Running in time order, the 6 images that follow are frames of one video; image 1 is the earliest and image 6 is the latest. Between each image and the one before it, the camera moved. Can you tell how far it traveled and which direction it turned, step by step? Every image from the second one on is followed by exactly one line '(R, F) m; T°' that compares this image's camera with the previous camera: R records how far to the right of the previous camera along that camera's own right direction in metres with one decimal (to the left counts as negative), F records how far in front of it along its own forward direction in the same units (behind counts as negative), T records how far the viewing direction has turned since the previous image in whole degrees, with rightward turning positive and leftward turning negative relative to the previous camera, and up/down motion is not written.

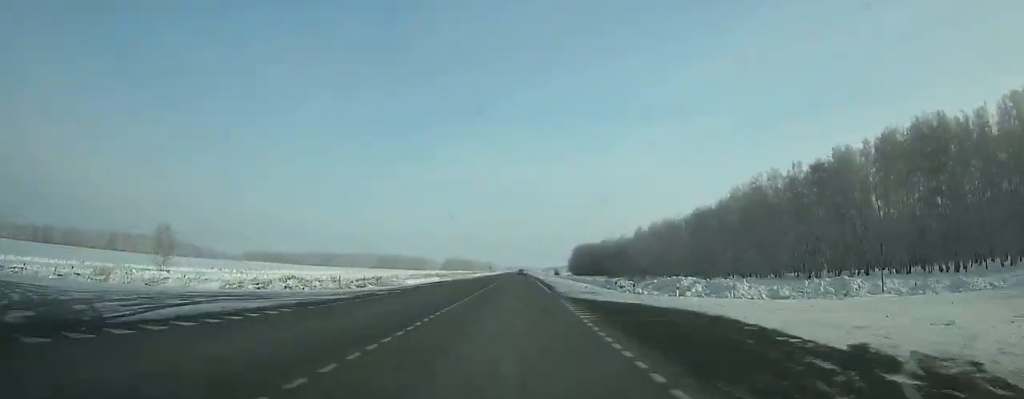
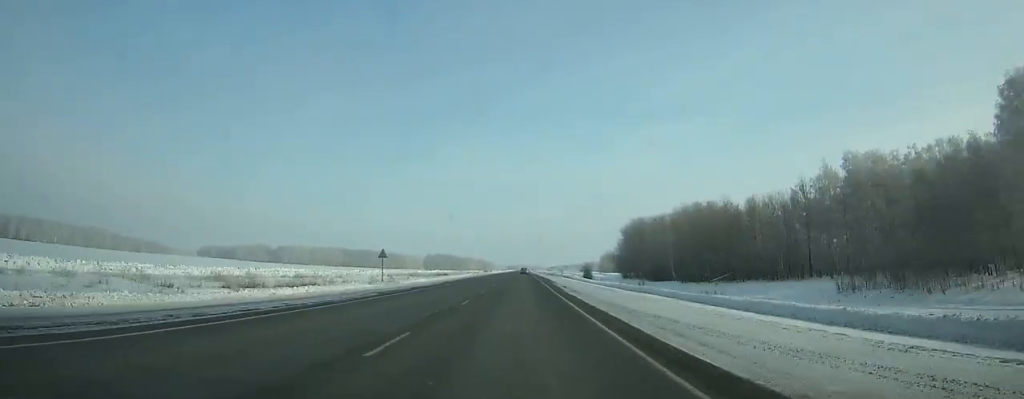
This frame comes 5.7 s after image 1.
(0.0, +172.6) m; 0°
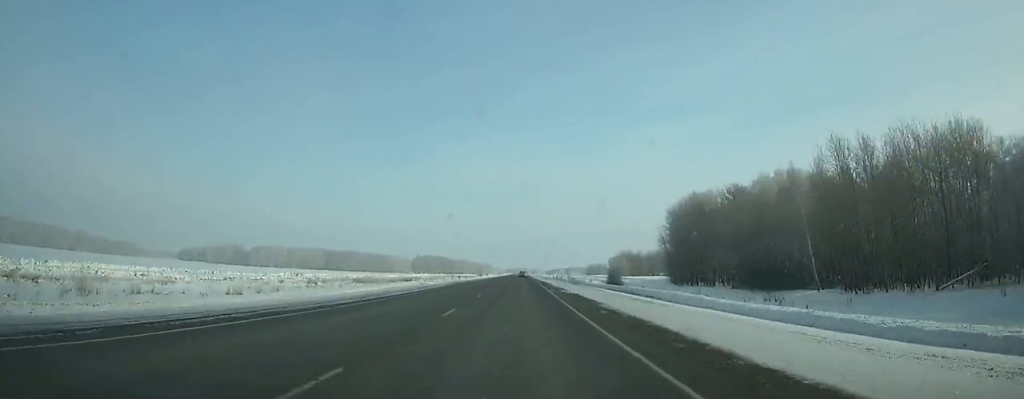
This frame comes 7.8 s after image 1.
(0.0, +63.4) m; 0°
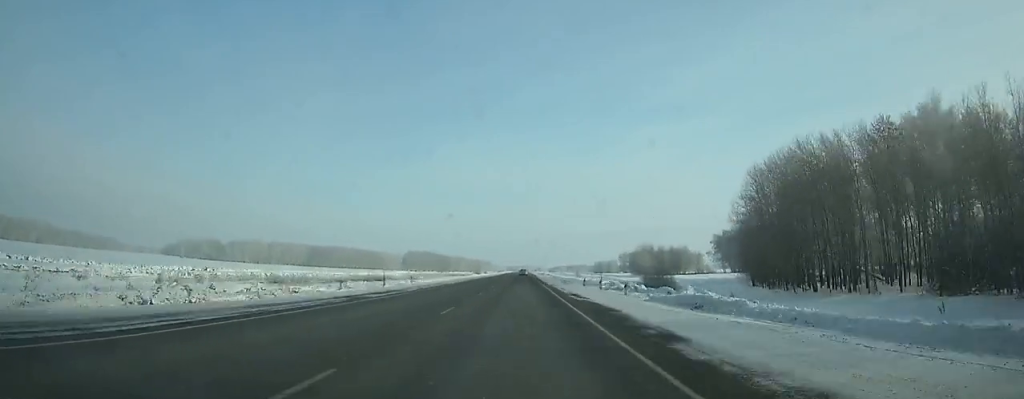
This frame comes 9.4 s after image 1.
(-0.1, +48.2) m; 0°
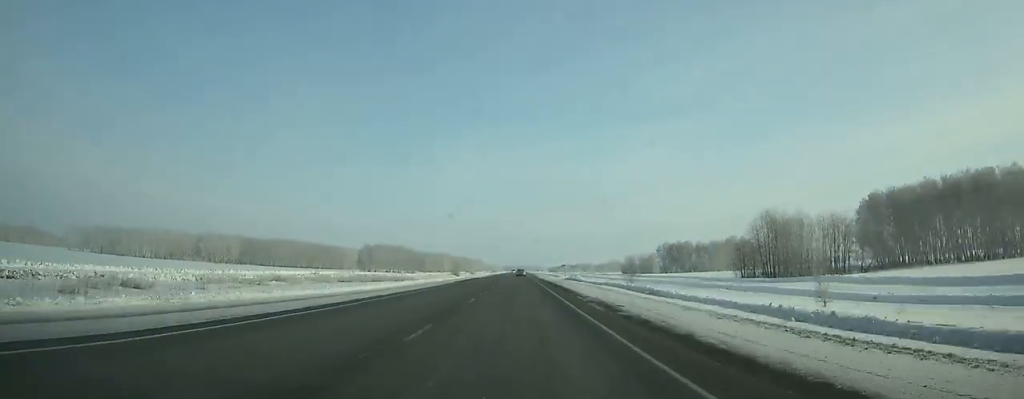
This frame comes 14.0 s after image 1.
(0.0, +137.6) m; 0°
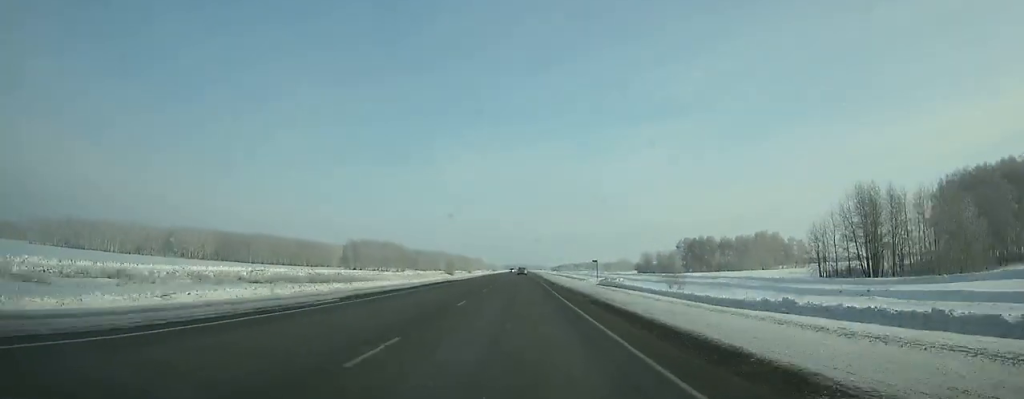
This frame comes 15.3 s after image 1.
(-0.1, +38.7) m; 0°
